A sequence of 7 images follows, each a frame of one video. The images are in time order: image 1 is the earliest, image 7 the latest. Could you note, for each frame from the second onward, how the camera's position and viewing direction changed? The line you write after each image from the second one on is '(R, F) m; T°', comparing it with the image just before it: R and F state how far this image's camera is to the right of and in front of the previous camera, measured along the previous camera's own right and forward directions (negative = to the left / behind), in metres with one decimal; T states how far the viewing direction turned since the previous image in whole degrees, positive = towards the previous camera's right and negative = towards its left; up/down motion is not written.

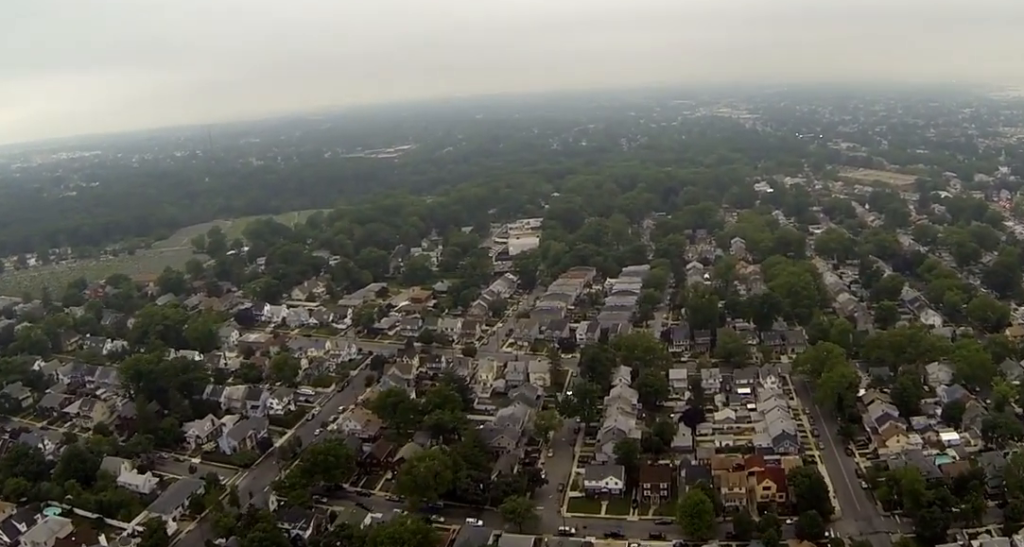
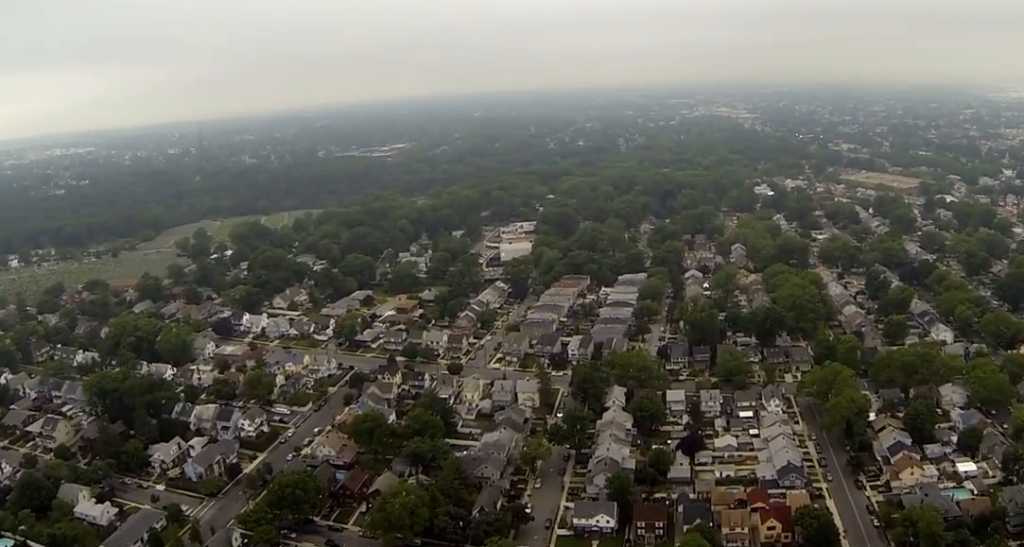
(+0.5, +20.0) m; +2°
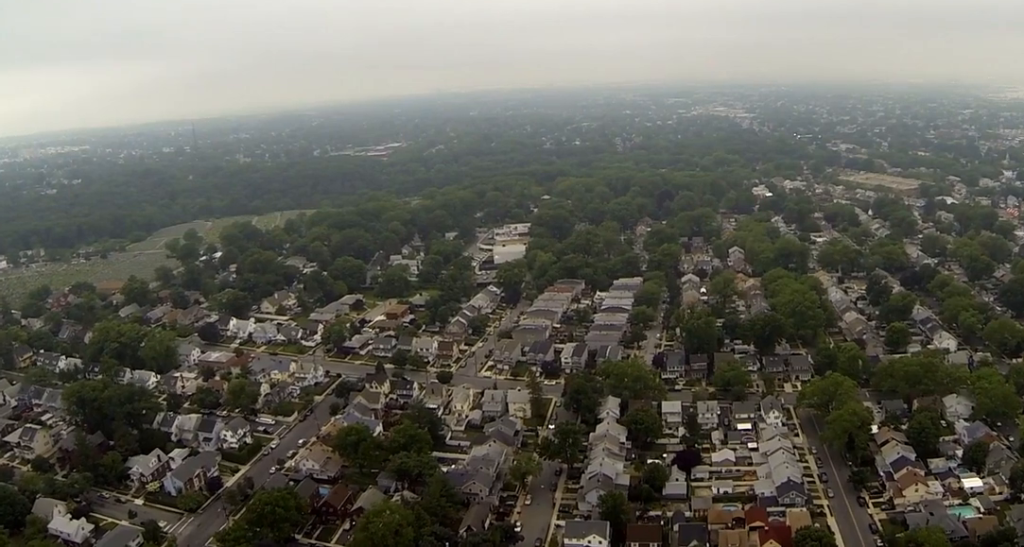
(+0.1, +9.7) m; +1°
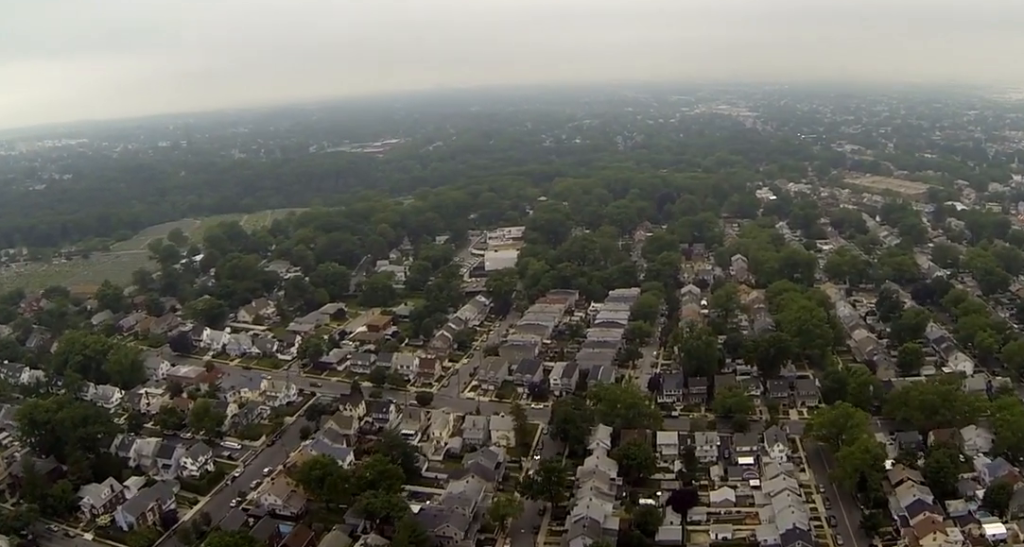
(+0.3, +23.6) m; +1°
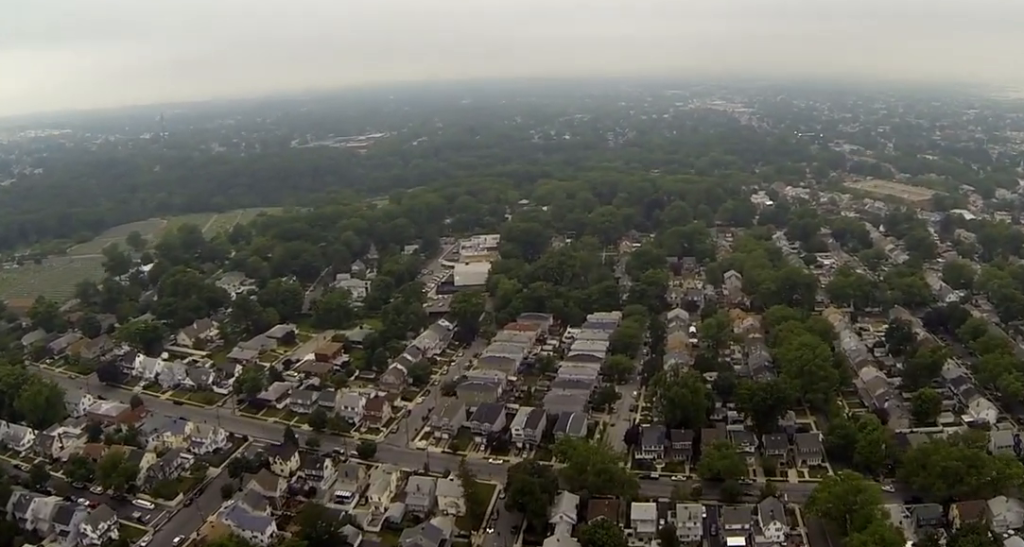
(+0.7, +43.2) m; +1°
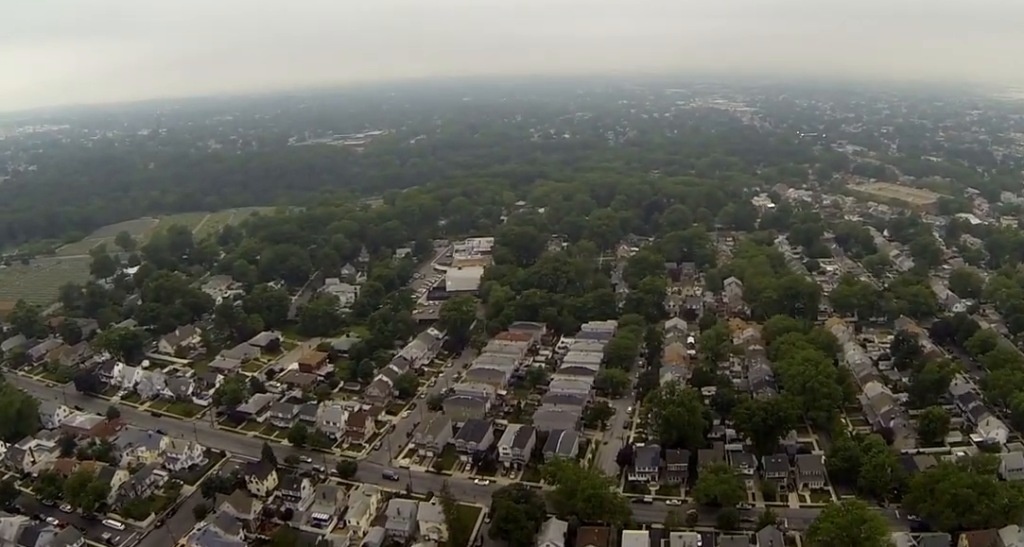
(0.0, +13.5) m; 0°
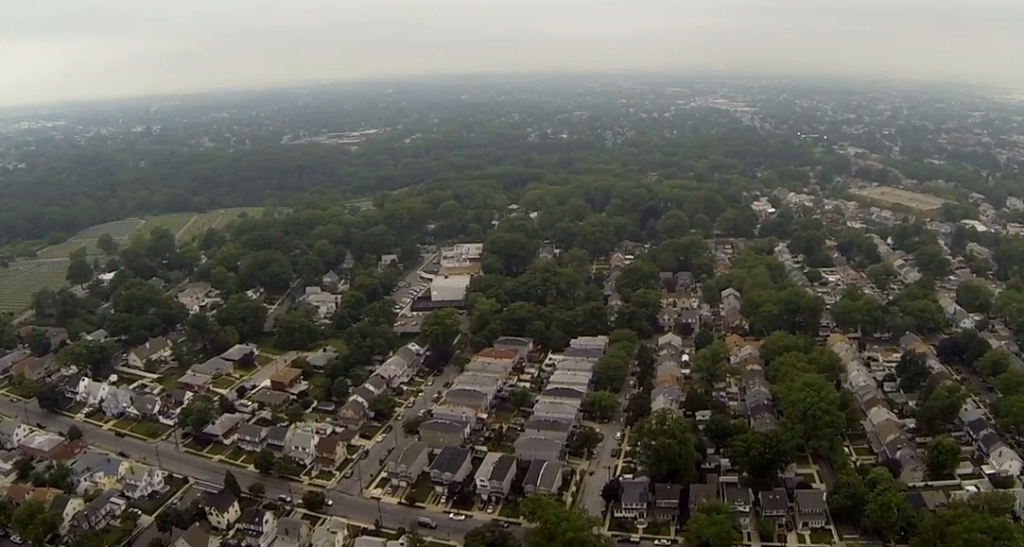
(+0.1, +19.5) m; 0°
